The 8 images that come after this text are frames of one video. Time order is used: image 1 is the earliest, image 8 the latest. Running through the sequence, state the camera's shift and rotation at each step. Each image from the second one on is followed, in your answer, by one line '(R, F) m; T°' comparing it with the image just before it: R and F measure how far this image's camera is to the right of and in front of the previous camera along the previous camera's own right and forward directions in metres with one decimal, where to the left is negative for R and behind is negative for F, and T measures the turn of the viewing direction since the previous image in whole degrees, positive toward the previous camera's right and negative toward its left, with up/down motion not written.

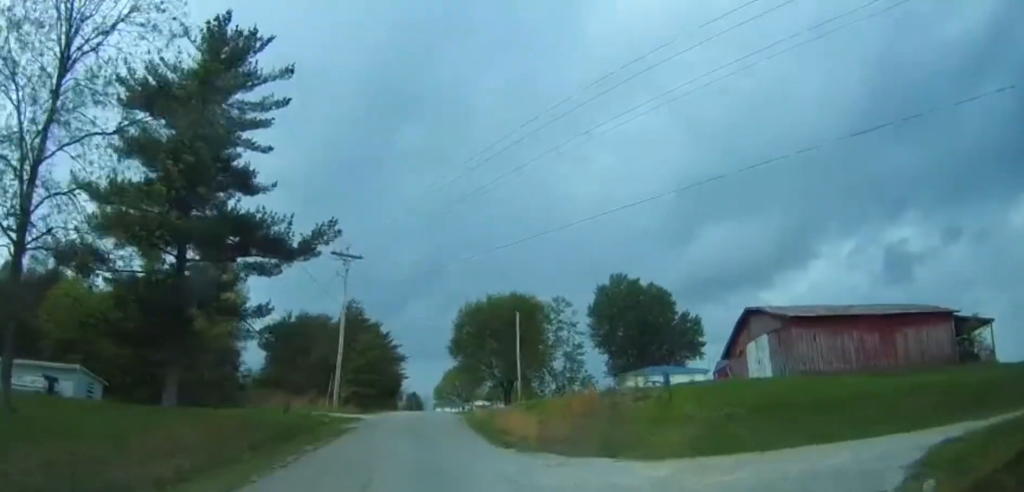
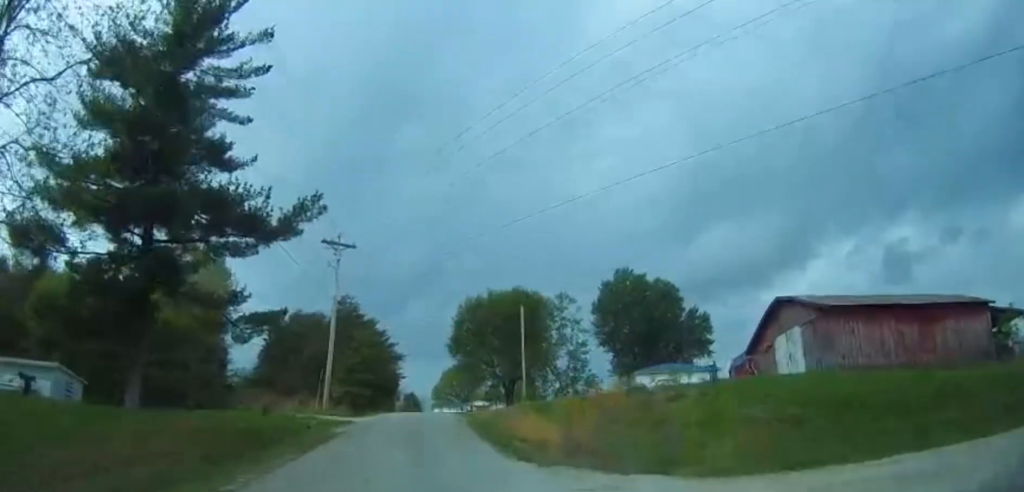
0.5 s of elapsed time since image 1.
(-0.1, +3.8) m; -1°
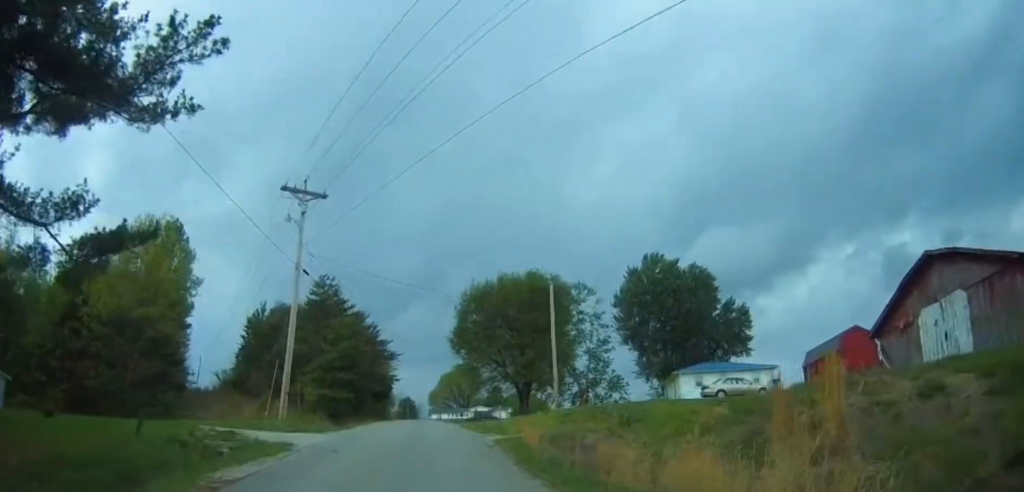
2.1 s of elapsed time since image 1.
(-0.7, +12.7) m; 0°
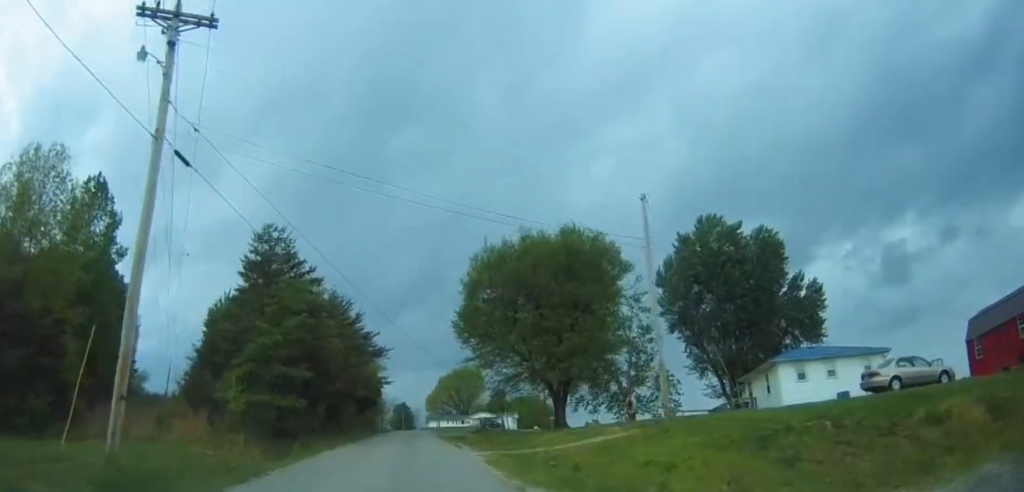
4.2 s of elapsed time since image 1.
(+1.2, +17.0) m; 0°
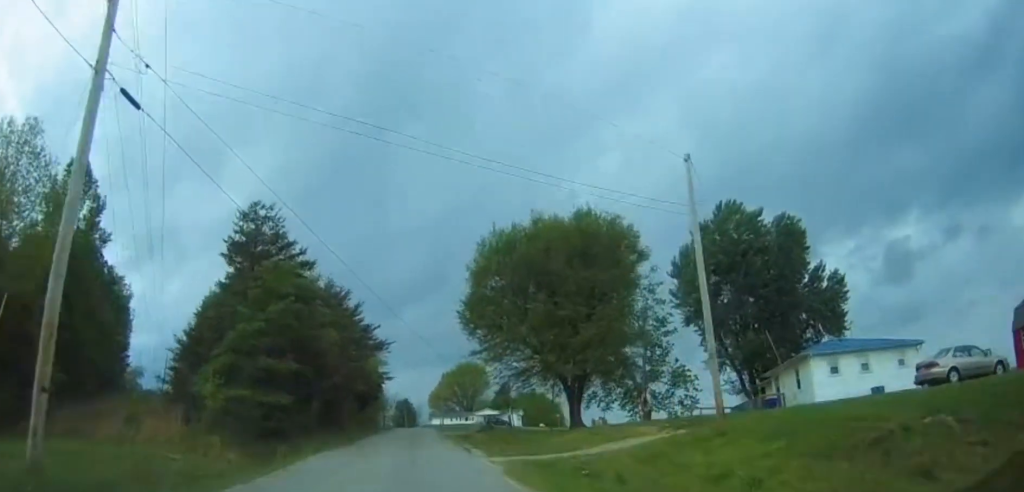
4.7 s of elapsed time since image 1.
(-0.2, +3.5) m; -2°
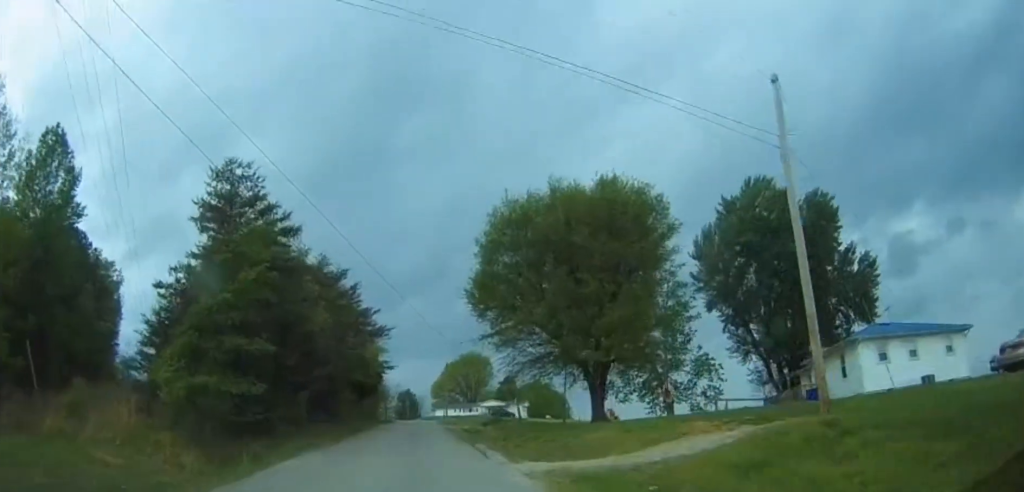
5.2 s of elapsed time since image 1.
(-0.2, +4.6) m; -2°
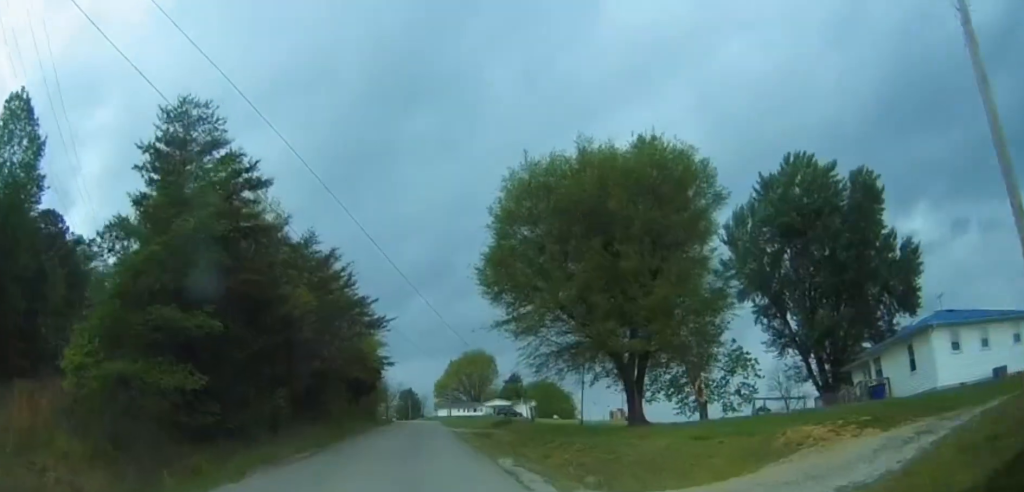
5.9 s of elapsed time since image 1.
(0.0, +6.0) m; +3°
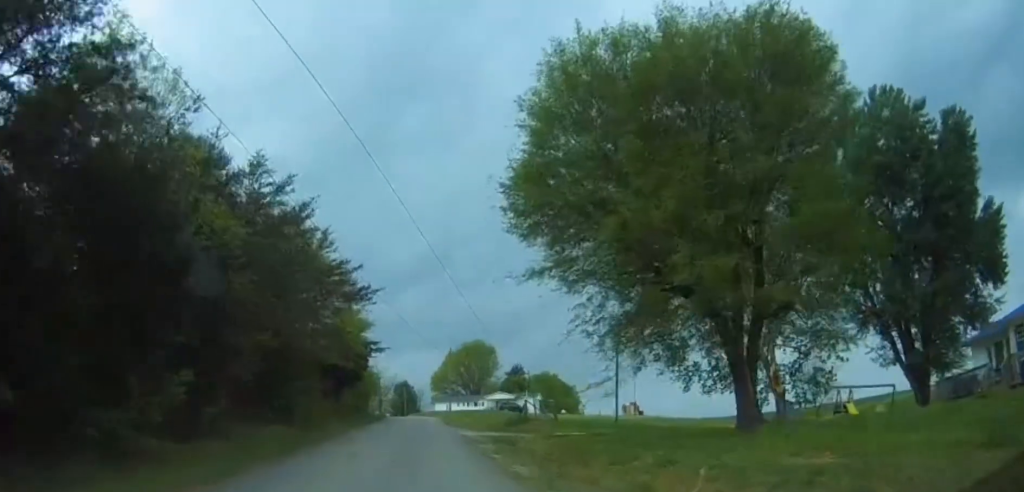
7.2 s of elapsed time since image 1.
(+0.6, +11.0) m; +4°
